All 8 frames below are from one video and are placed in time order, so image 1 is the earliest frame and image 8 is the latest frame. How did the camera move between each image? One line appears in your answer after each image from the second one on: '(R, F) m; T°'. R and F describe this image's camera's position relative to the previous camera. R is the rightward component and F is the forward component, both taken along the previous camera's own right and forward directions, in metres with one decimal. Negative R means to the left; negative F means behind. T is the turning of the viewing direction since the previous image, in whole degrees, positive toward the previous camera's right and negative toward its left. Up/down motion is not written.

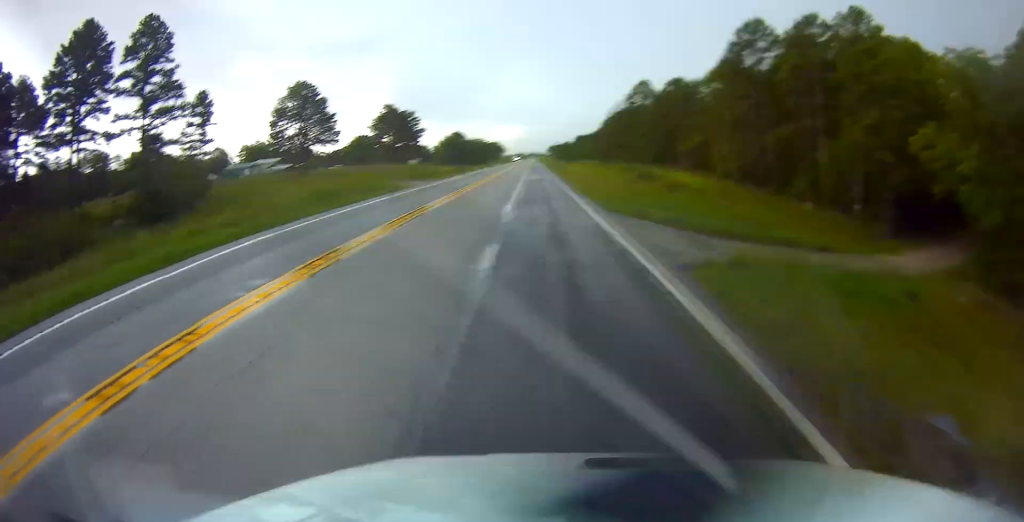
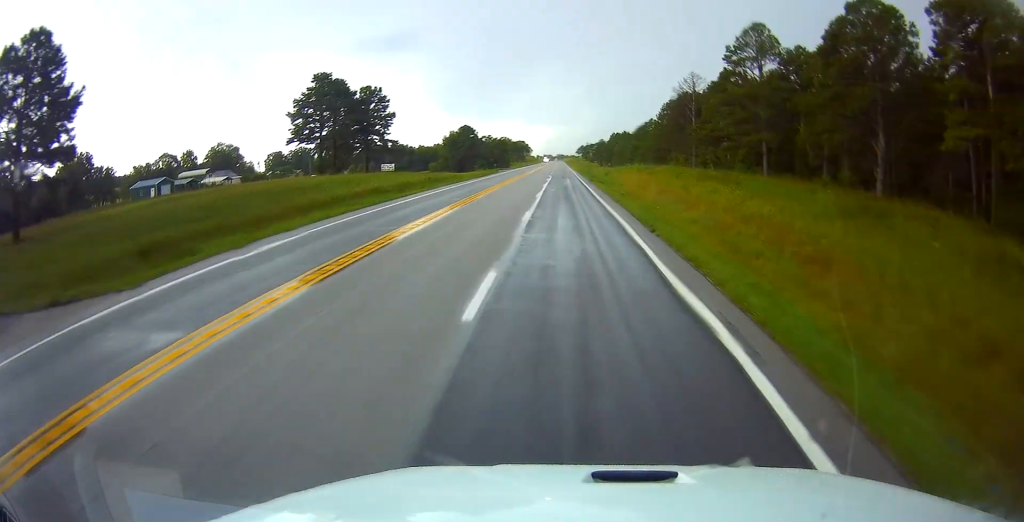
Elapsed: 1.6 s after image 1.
(-0.5, +50.0) m; -1°
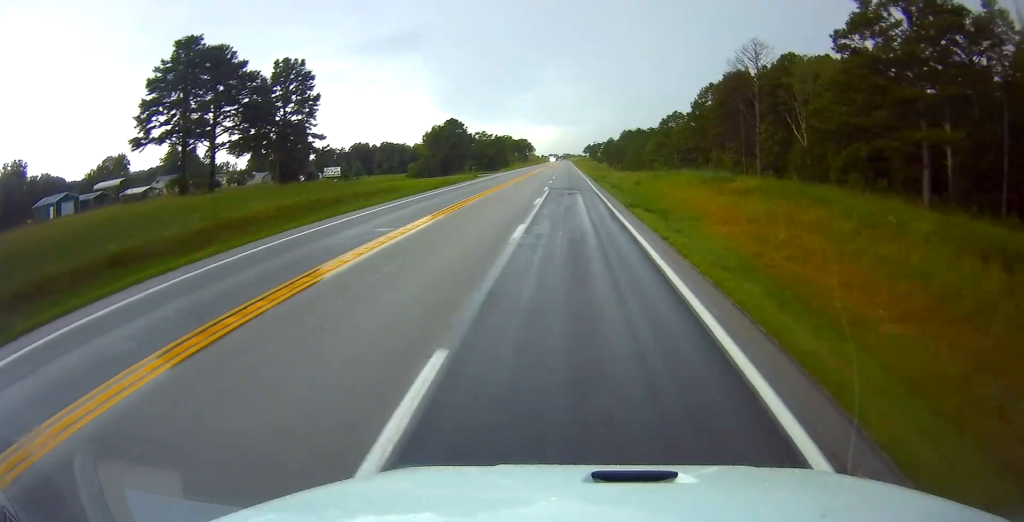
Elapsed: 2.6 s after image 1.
(+0.1, +29.6) m; 0°
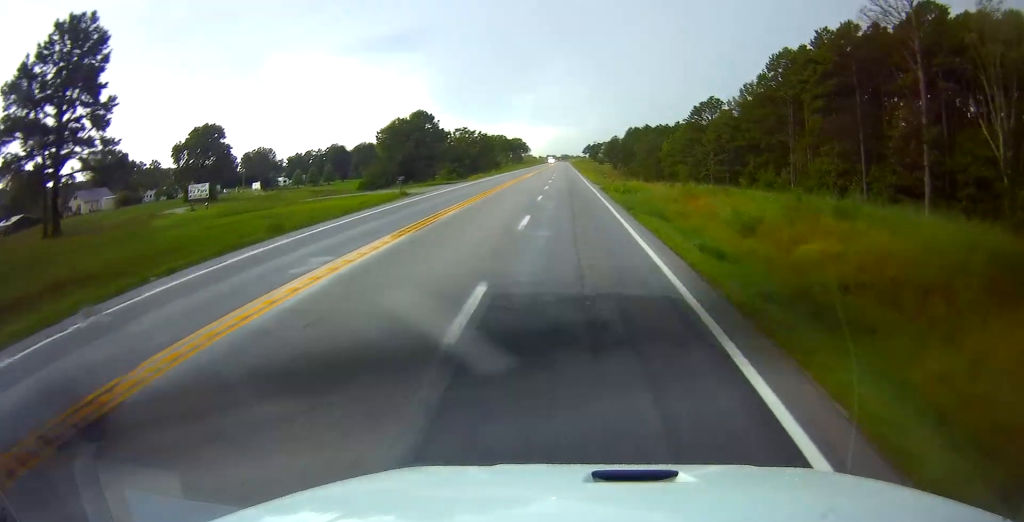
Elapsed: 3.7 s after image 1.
(+0.1, +32.7) m; 0°
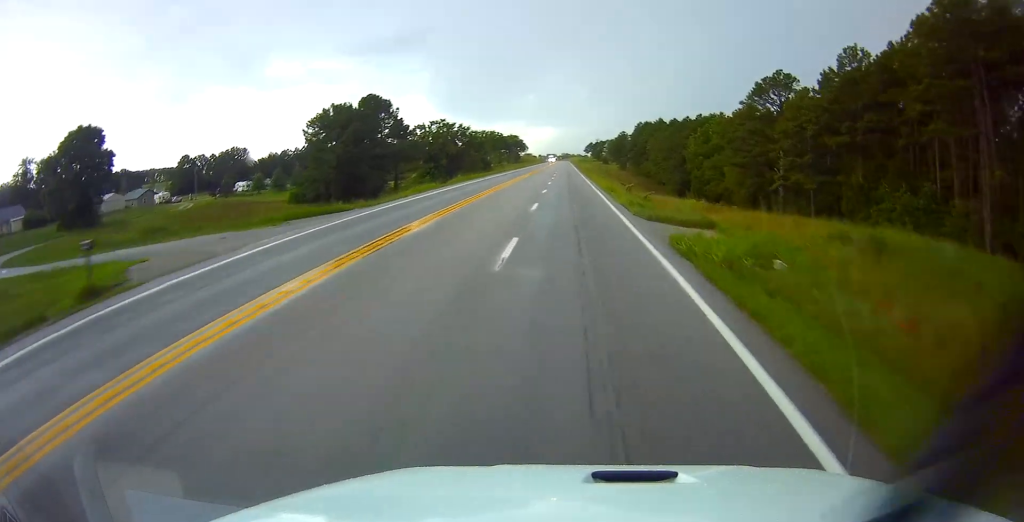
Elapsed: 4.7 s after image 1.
(0.0, +30.7) m; 0°
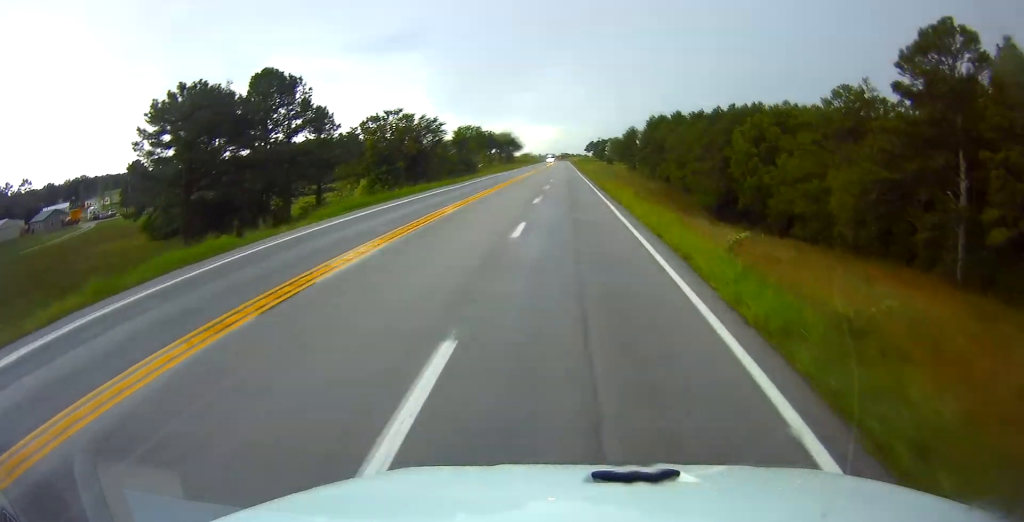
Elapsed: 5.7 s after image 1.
(0.0, +32.7) m; 0°
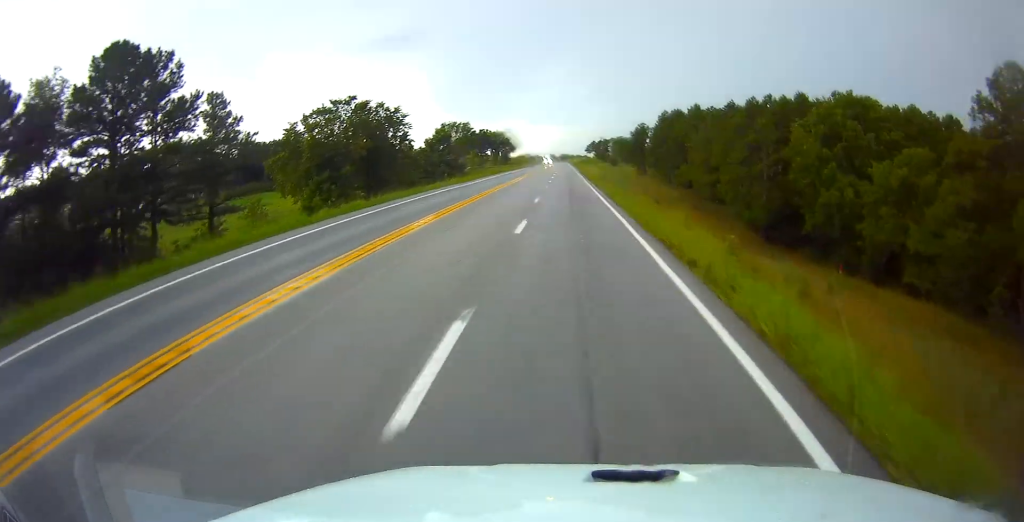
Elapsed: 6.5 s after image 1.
(0.0, +23.5) m; 0°
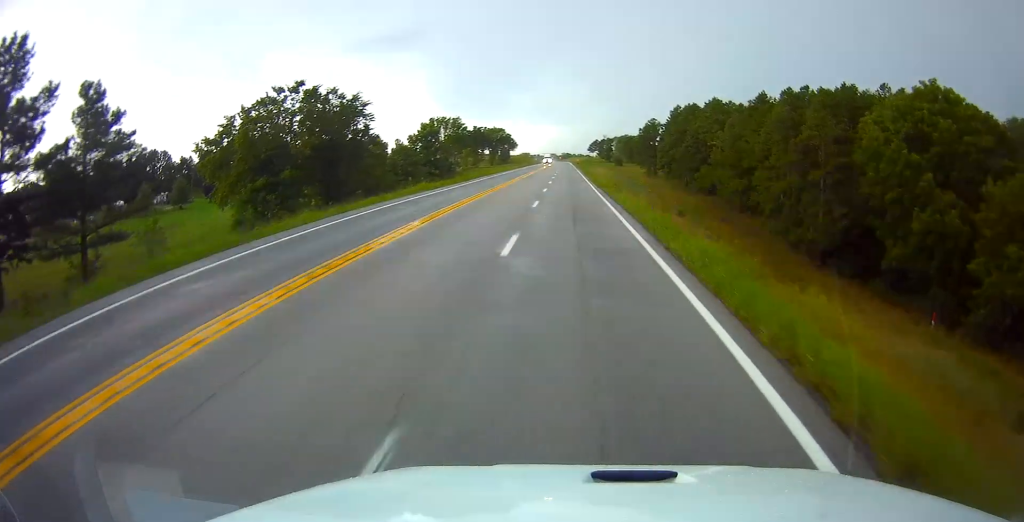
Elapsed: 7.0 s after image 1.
(0.0, +16.3) m; 0°
